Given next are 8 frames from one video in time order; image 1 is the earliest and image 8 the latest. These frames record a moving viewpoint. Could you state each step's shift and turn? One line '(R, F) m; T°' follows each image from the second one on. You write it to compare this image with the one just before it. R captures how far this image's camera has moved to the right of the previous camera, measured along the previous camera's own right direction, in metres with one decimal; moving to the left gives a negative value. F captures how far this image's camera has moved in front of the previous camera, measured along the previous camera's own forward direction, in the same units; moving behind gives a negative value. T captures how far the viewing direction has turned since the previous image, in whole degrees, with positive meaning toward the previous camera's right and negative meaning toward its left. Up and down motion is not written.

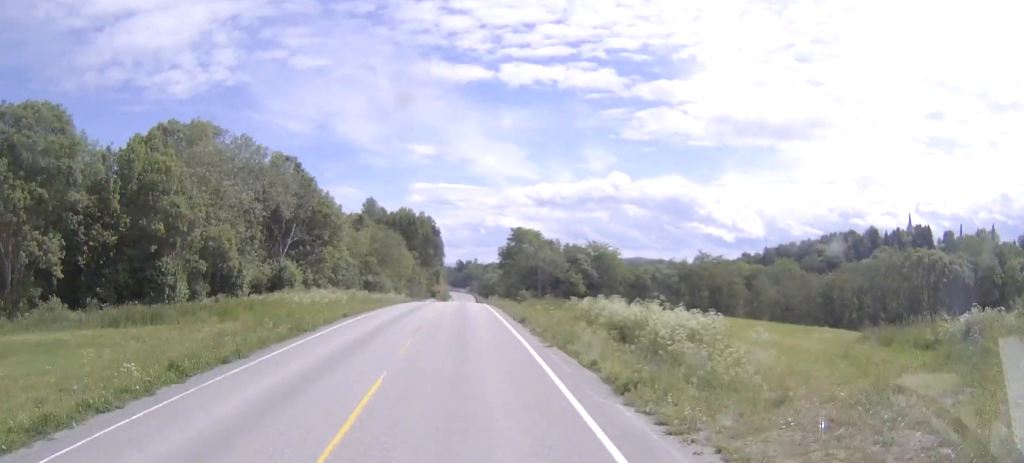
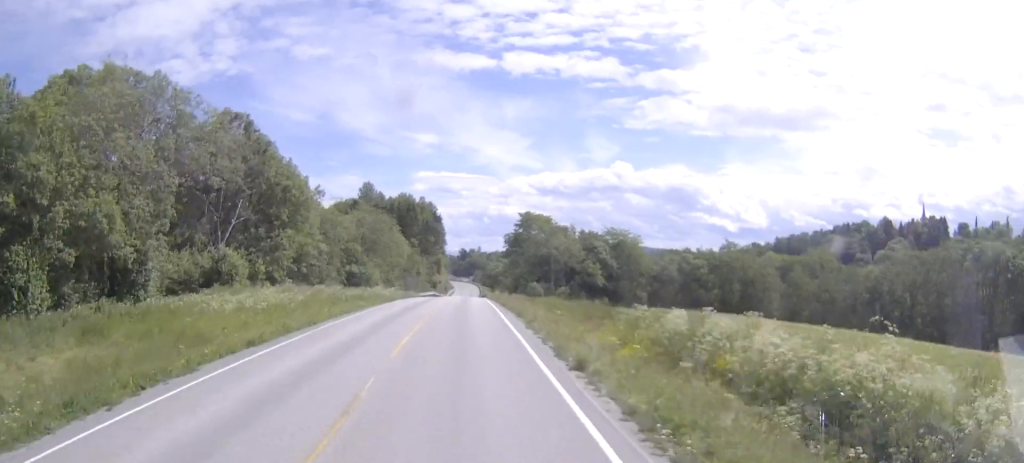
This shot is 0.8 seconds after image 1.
(0.0, +13.6) m; -1°
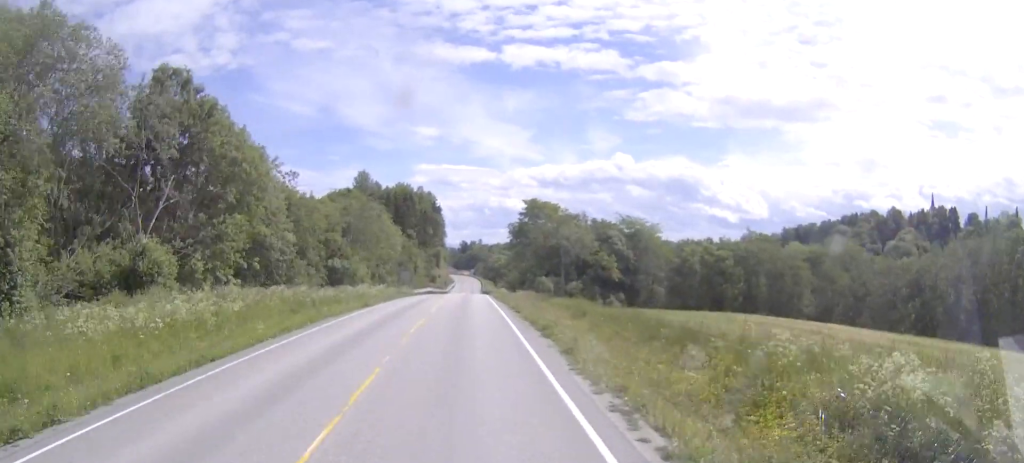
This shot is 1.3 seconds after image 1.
(0.0, +9.2) m; 0°
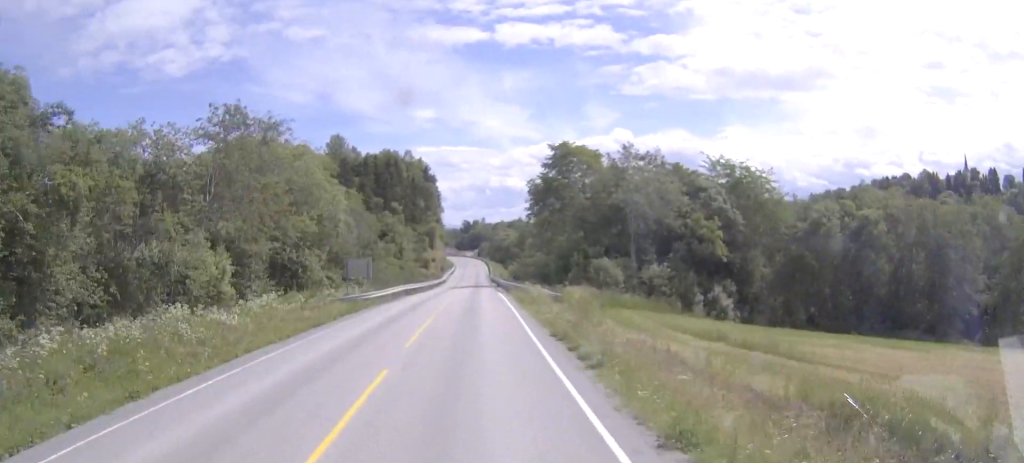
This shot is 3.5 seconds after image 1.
(-0.1, +36.5) m; 0°
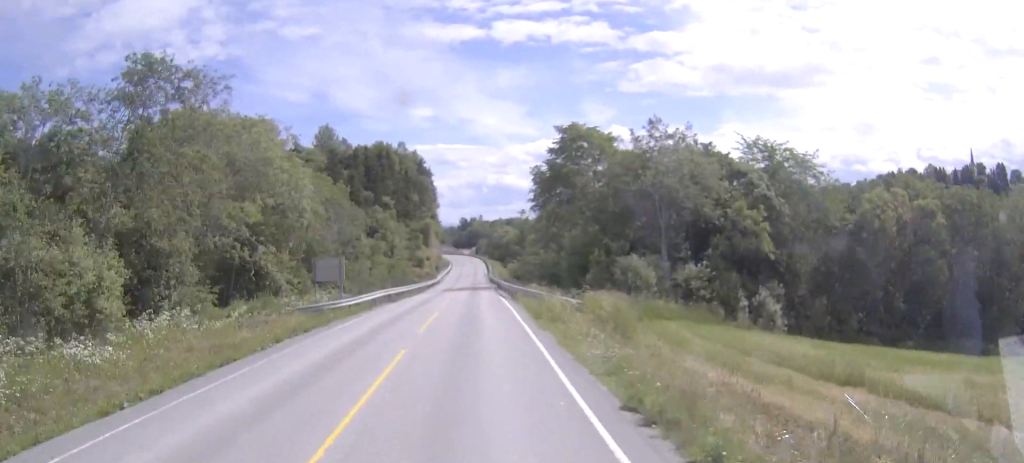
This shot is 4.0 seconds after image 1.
(0.0, +9.0) m; 0°
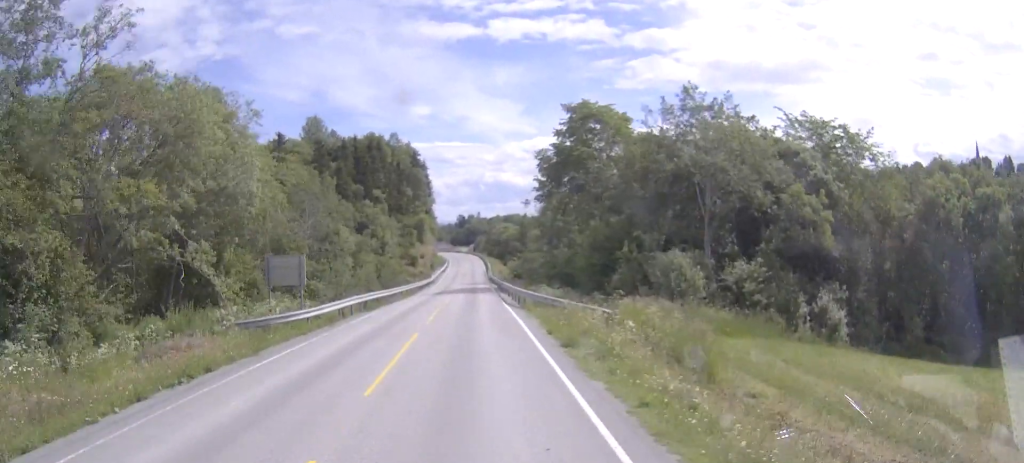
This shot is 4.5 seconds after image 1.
(0.0, +8.3) m; 0°
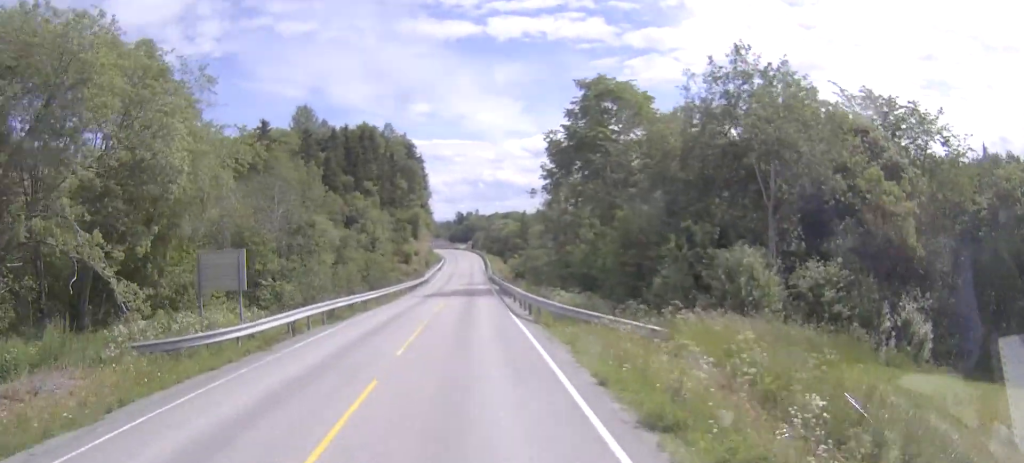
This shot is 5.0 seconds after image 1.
(0.0, +7.6) m; 0°
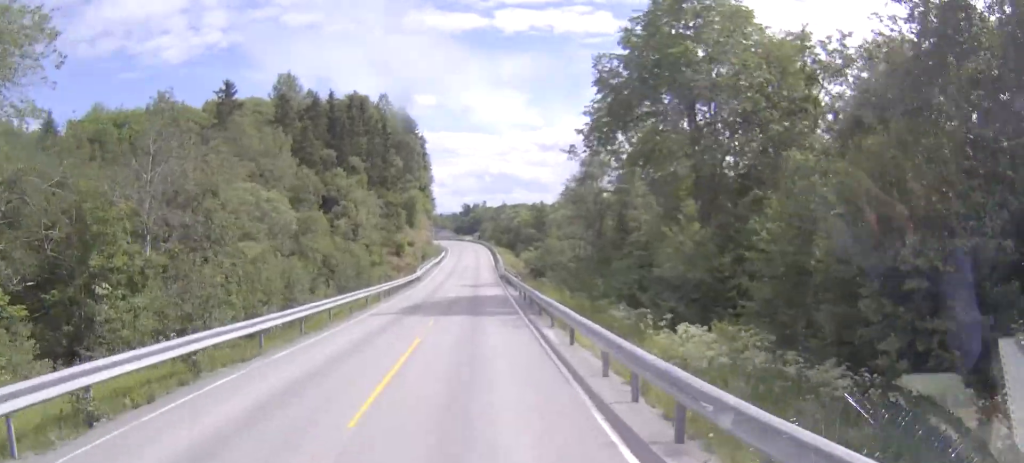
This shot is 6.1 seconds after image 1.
(0.0, +18.5) m; 0°
